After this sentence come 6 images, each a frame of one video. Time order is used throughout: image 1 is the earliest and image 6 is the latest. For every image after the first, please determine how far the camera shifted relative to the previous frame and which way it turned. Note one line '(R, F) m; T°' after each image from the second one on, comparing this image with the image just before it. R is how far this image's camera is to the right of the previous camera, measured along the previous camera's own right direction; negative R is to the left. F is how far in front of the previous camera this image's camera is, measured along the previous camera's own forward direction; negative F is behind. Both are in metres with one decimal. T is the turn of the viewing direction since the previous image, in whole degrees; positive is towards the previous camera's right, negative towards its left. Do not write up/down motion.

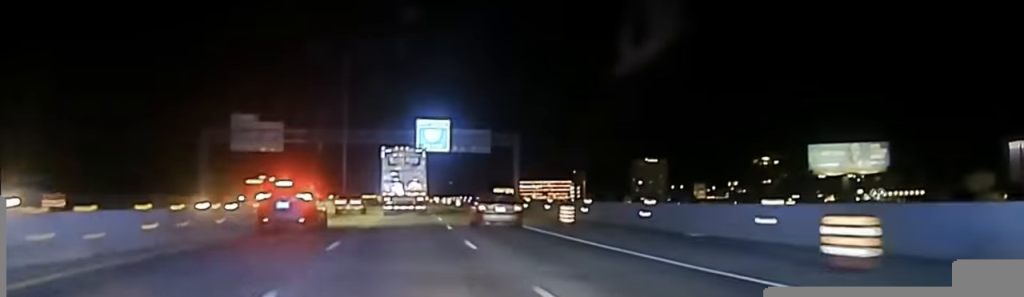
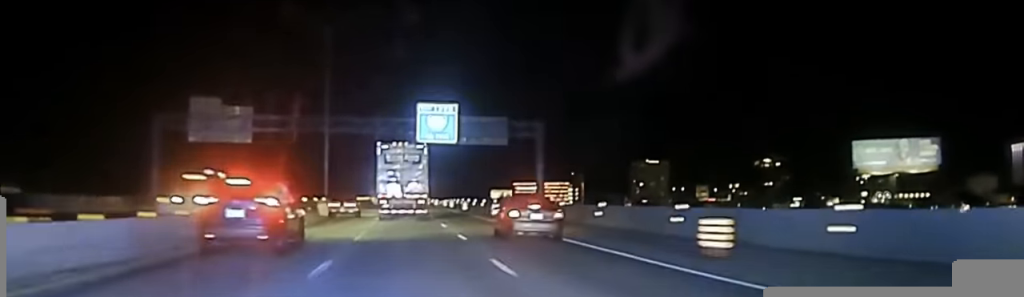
(+0.3, +16.2) m; +1°
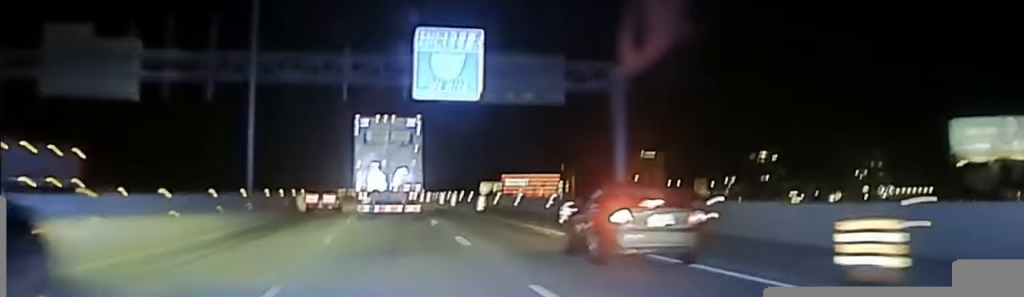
(+0.3, +30.0) m; 0°
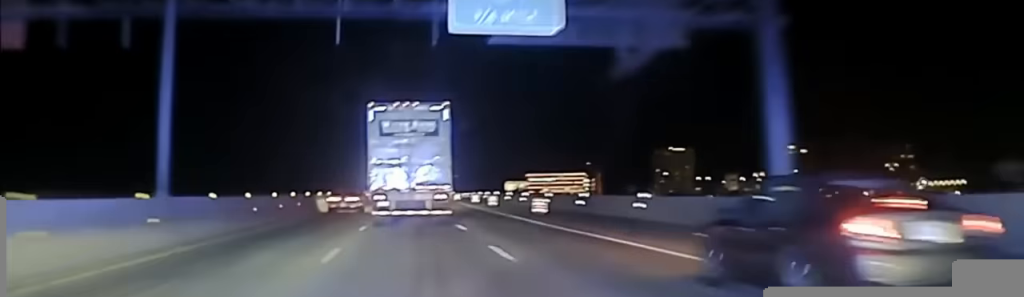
(+0.1, +16.4) m; -1°
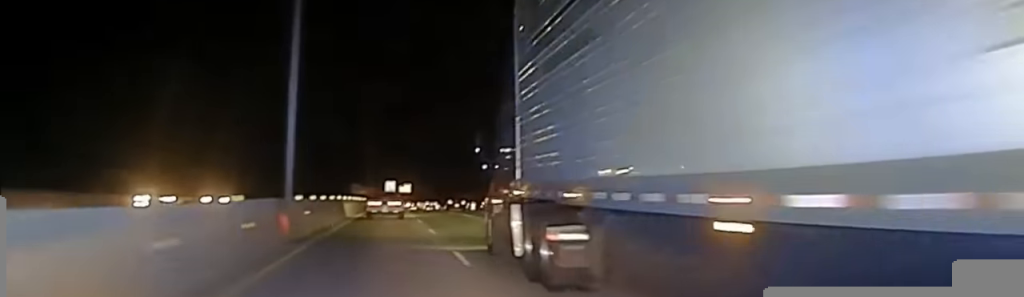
(-2.0, +86.9) m; 0°
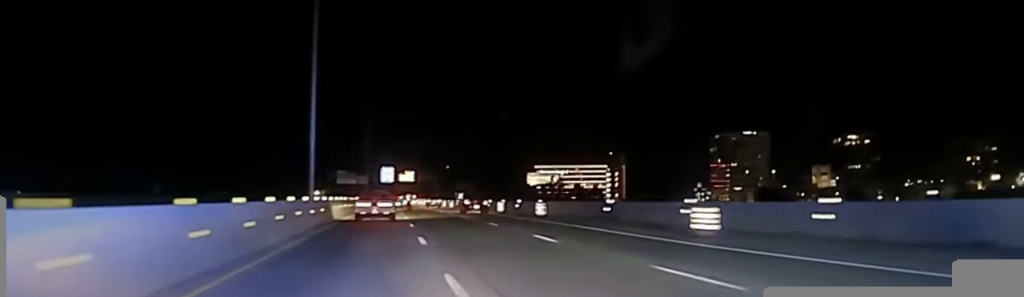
(+1.8, +90.1) m; 0°
